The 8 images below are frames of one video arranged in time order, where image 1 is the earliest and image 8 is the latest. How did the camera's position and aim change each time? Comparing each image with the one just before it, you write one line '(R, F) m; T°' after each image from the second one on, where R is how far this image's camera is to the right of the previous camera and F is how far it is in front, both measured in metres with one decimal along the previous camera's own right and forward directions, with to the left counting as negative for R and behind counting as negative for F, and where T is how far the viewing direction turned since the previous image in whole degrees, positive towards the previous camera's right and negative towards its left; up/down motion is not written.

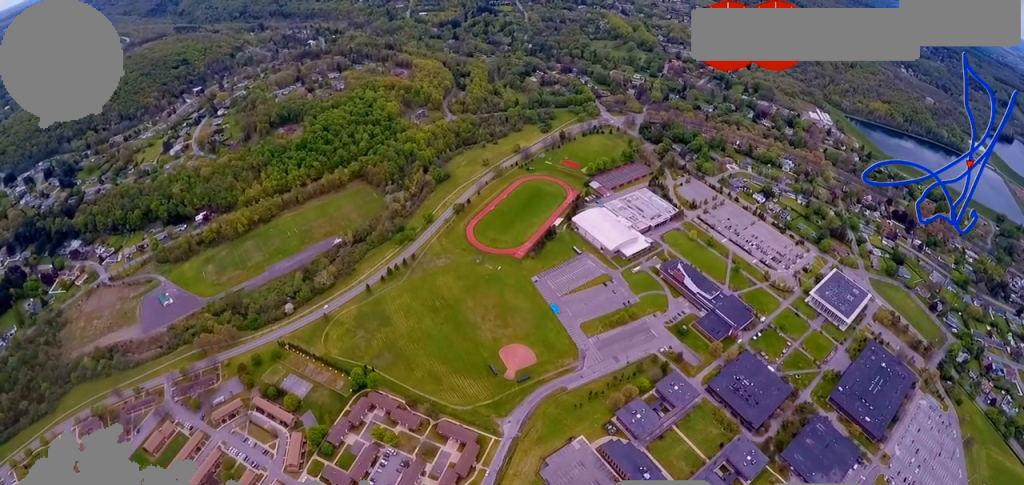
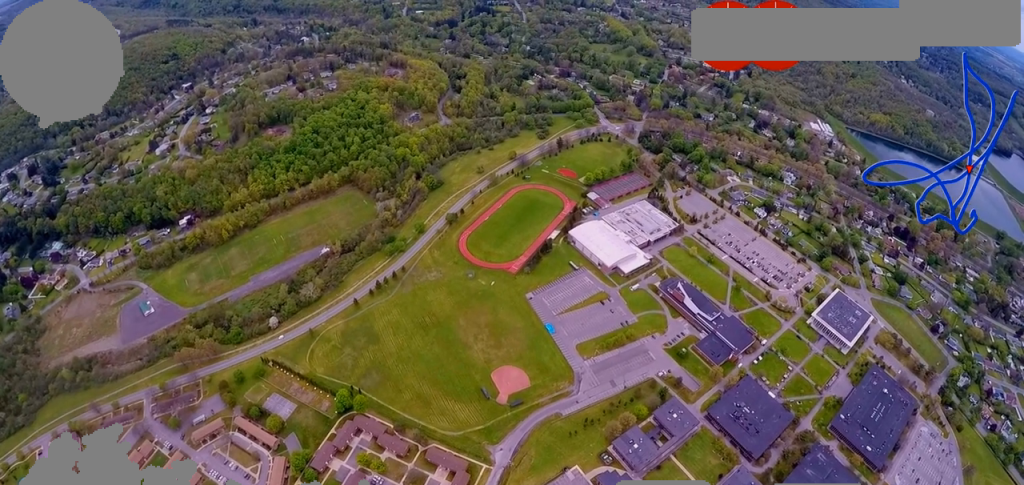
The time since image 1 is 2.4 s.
(-0.3, +26.0) m; +1°
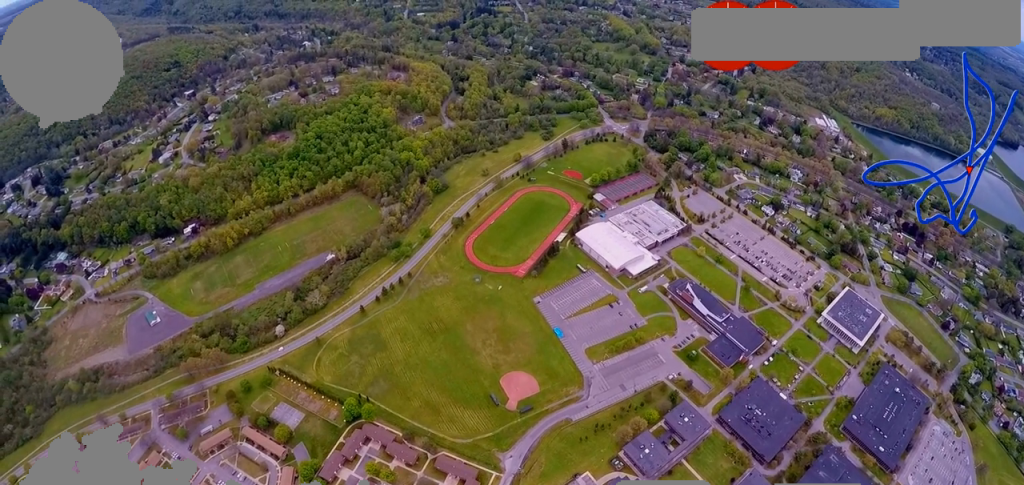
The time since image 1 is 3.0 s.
(-0.1, +5.9) m; +2°
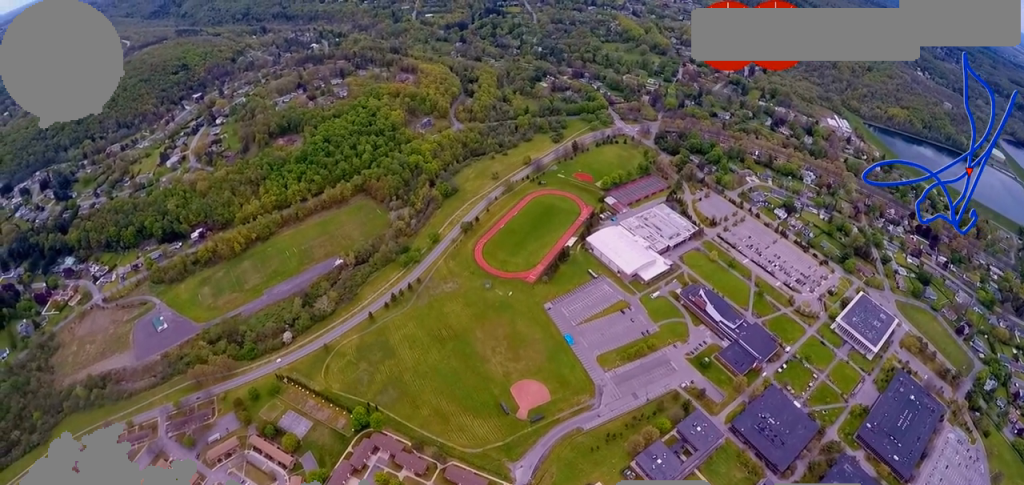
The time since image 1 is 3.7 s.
(+0.5, +8.6) m; +2°
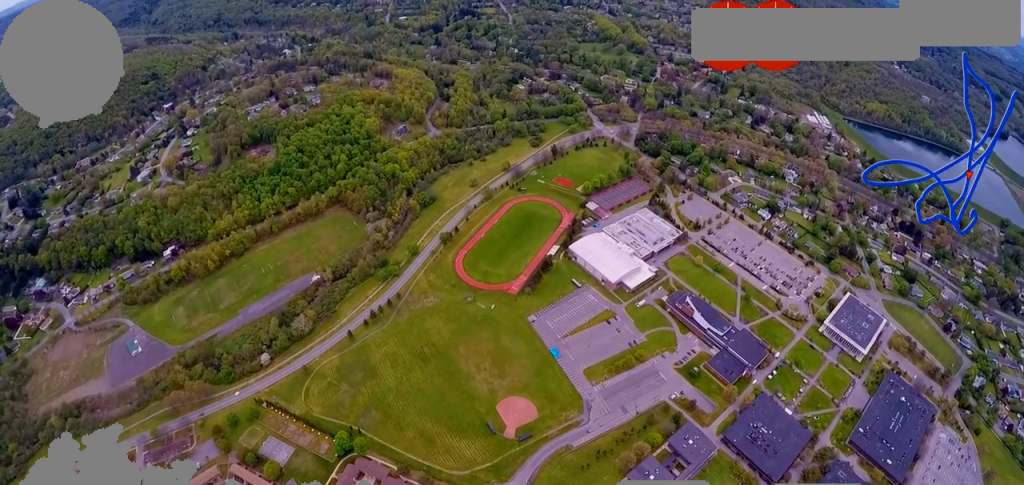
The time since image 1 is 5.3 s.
(+0.2, +17.5) m; +1°
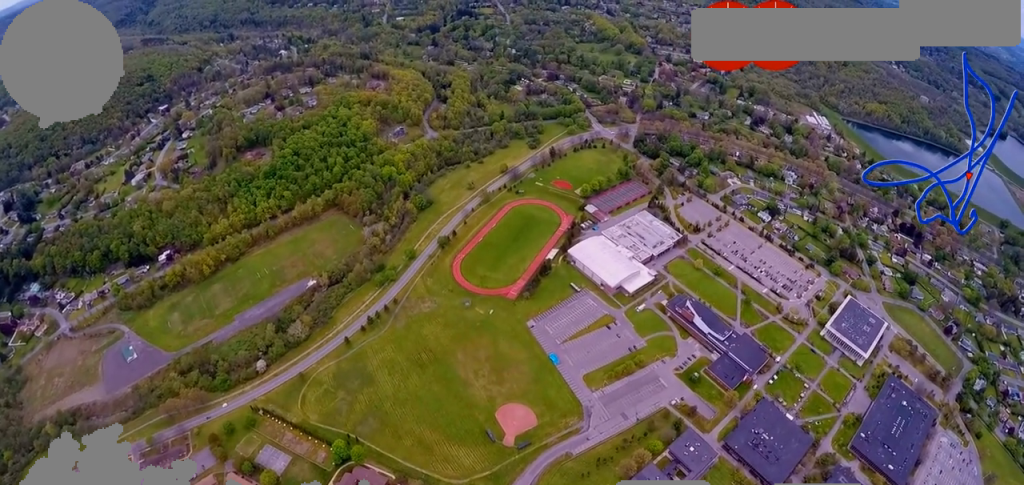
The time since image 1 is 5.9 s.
(0.0, +7.0) m; 0°
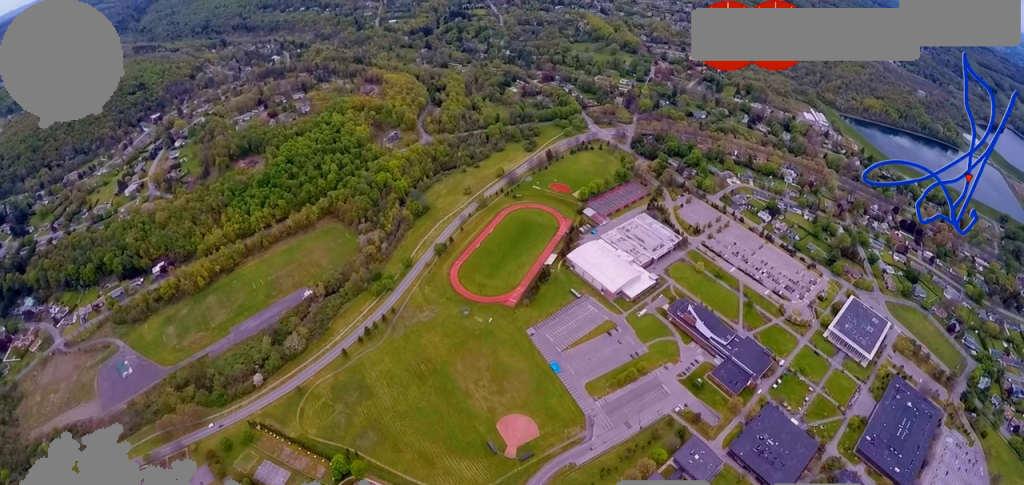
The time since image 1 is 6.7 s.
(0.0, +9.8) m; +1°
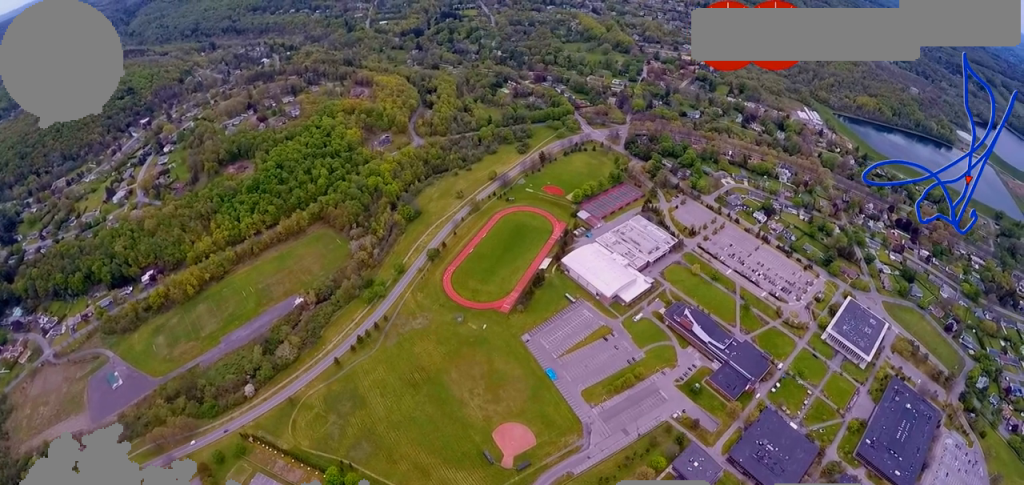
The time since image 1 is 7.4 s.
(+0.1, +8.7) m; +2°
